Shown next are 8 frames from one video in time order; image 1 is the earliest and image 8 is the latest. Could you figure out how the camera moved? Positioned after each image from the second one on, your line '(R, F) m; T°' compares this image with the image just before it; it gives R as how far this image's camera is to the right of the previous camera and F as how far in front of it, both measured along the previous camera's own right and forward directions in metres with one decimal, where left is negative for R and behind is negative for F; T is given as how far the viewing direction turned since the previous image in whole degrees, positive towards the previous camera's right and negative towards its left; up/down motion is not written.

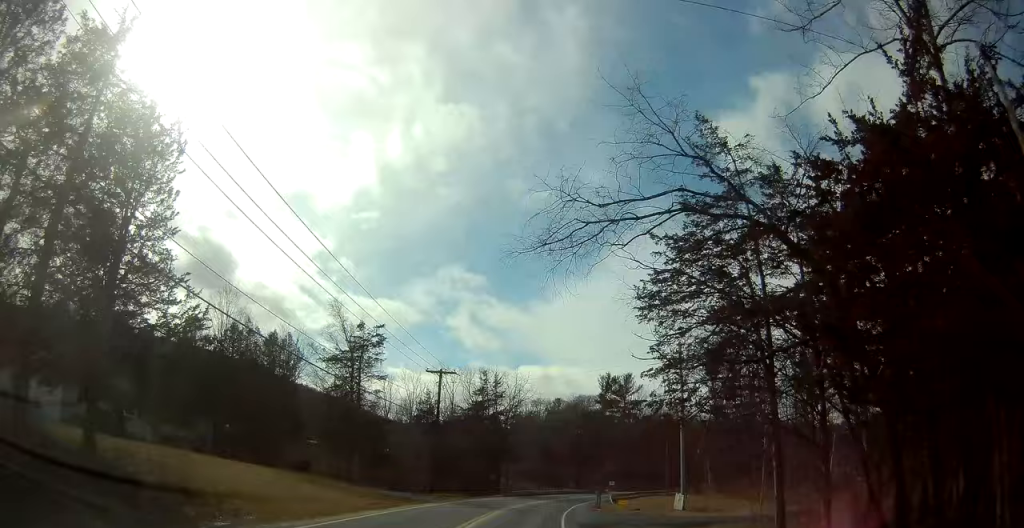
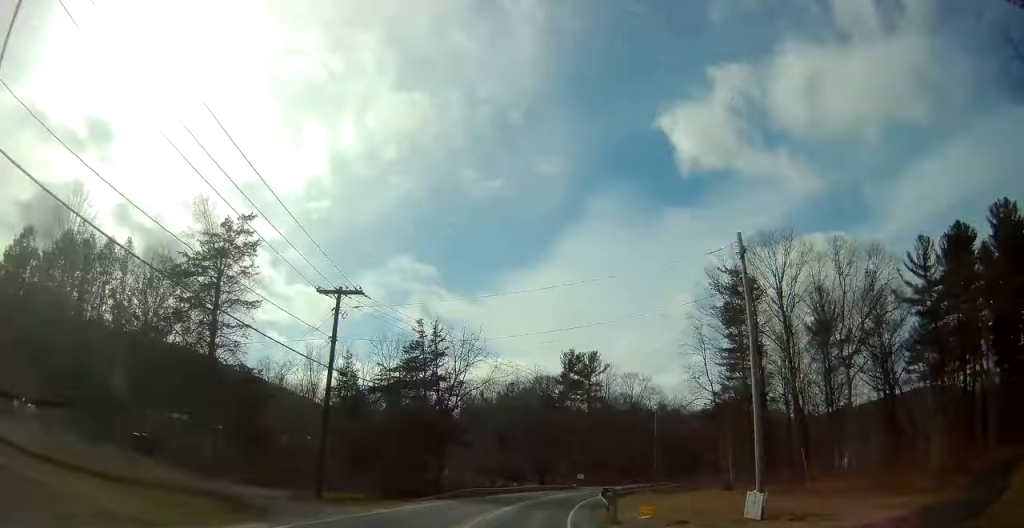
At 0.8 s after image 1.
(+0.1, +18.6) m; +4°
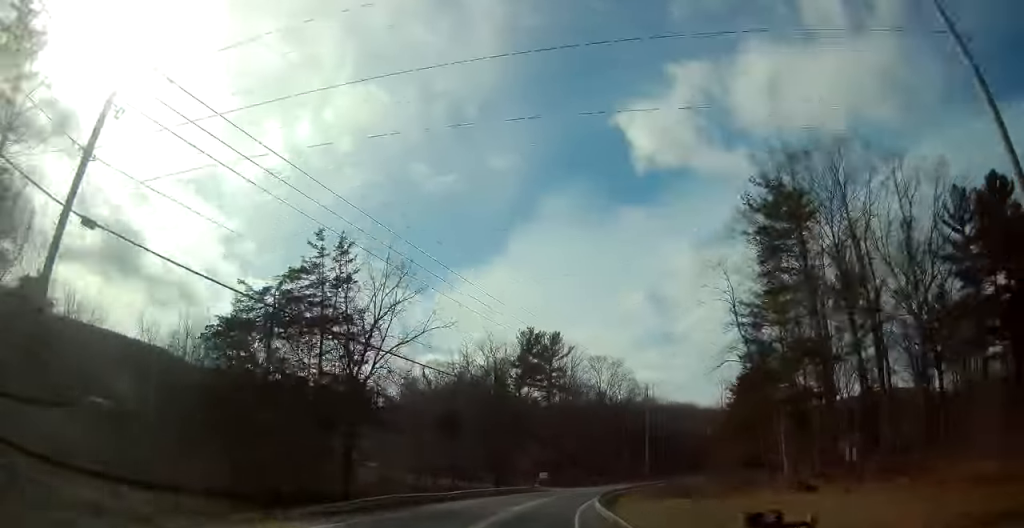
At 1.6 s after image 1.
(+0.7, +17.0) m; +4°
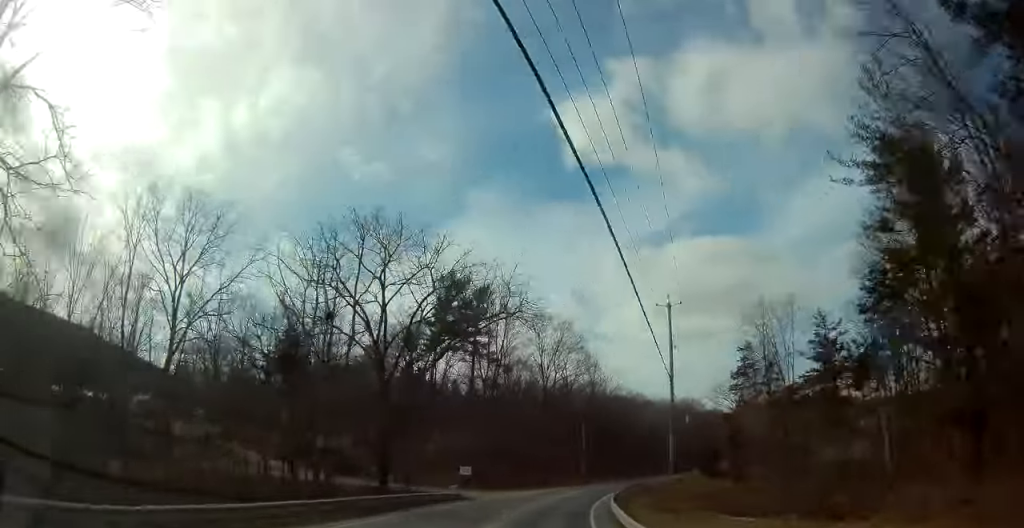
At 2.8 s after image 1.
(+1.5, +27.1) m; +7°
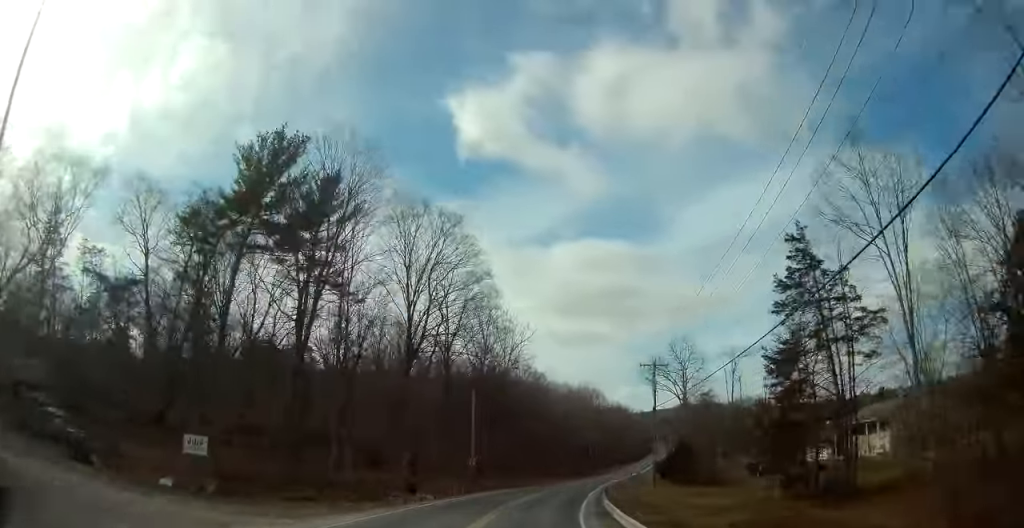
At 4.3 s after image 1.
(+3.2, +32.4) m; +11°
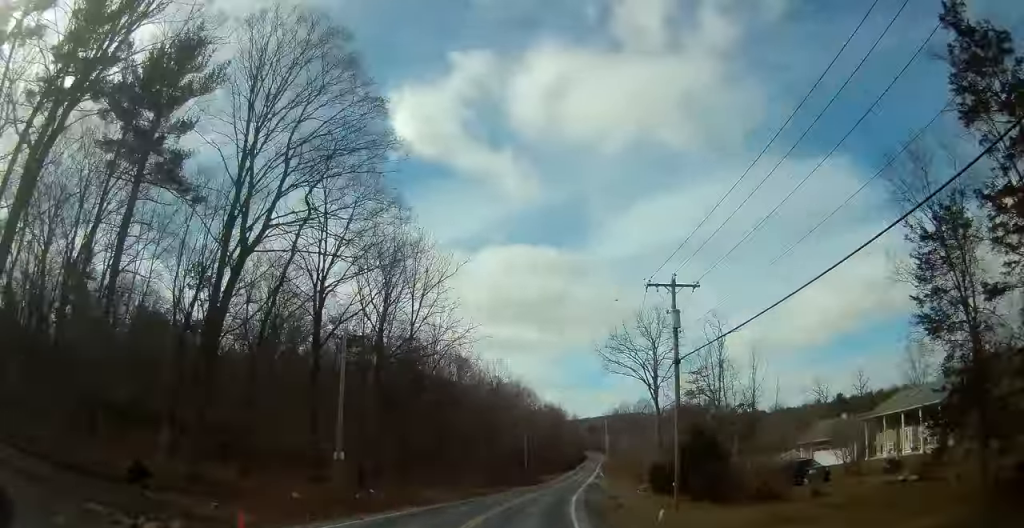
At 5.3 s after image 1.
(+1.2, +21.1) m; +7°
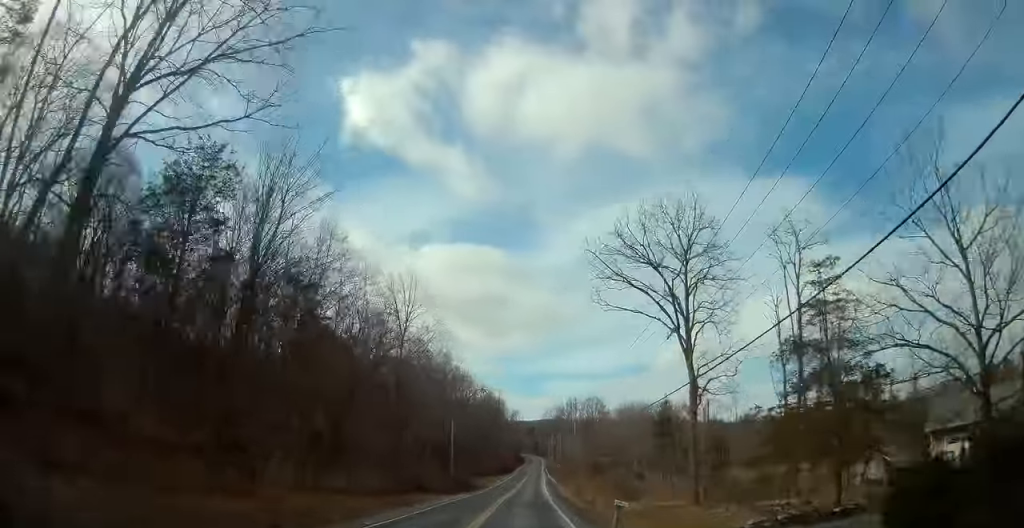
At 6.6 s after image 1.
(+2.7, +29.9) m; +9°
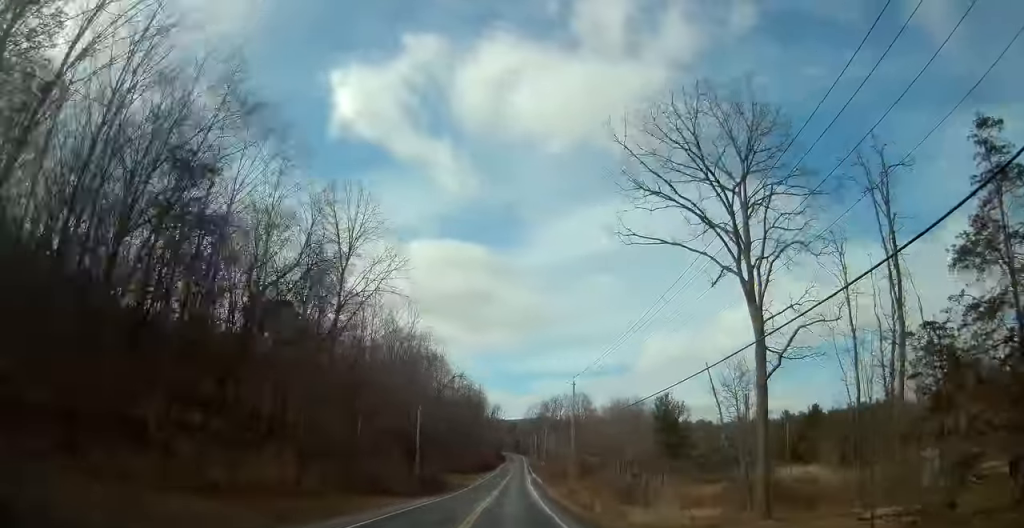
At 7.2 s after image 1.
(+0.3, +12.3) m; +3°
